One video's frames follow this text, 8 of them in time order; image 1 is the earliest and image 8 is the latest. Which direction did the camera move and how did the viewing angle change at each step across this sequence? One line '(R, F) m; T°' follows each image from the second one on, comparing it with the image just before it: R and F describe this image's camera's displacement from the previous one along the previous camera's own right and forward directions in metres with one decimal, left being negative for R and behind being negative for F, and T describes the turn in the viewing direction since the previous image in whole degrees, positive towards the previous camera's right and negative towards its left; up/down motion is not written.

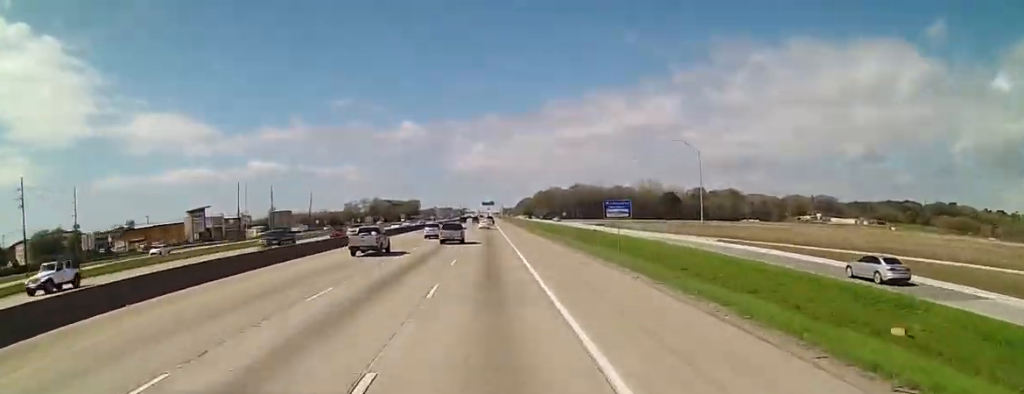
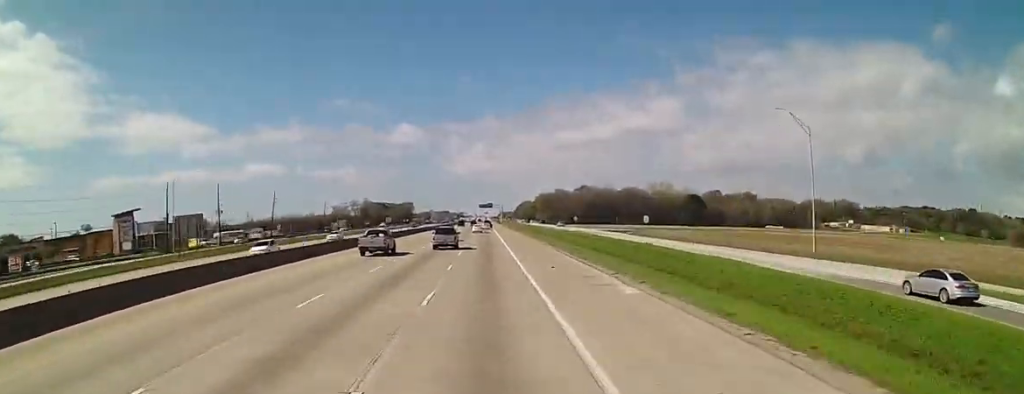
(0.0, +36.7) m; 0°
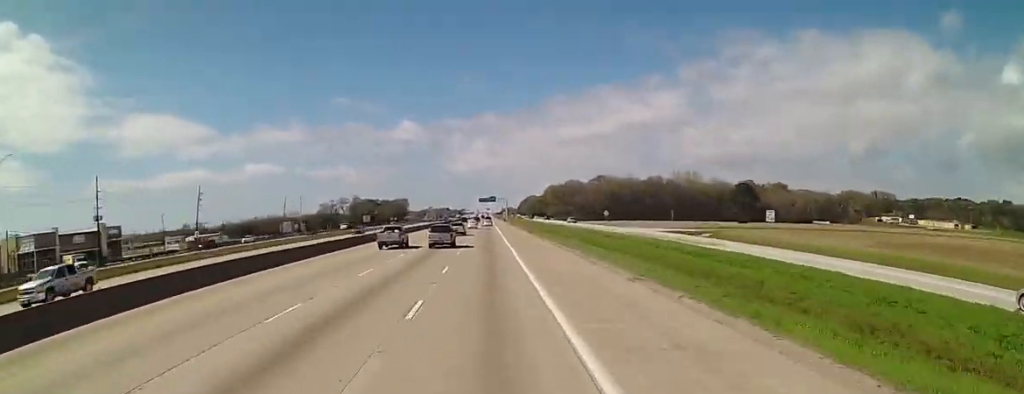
(0.0, +50.8) m; 0°
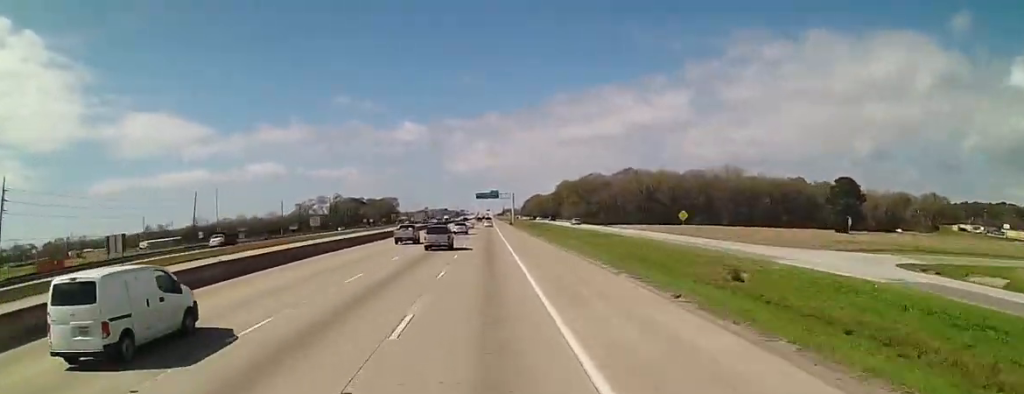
(0.0, +62.4) m; 0°
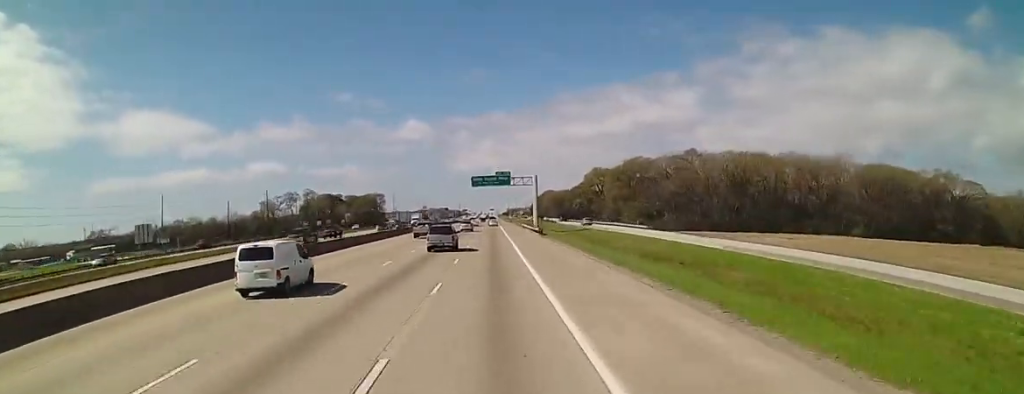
(0.0, +77.1) m; 0°
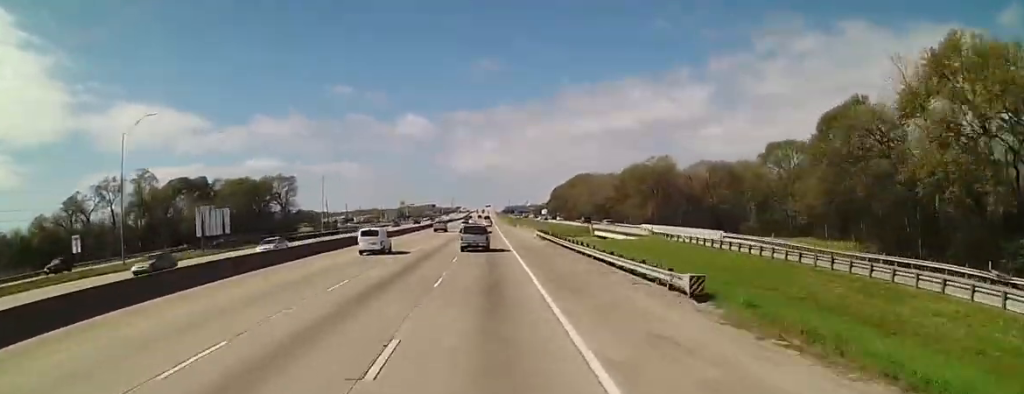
(-0.9, +177.6) m; 0°
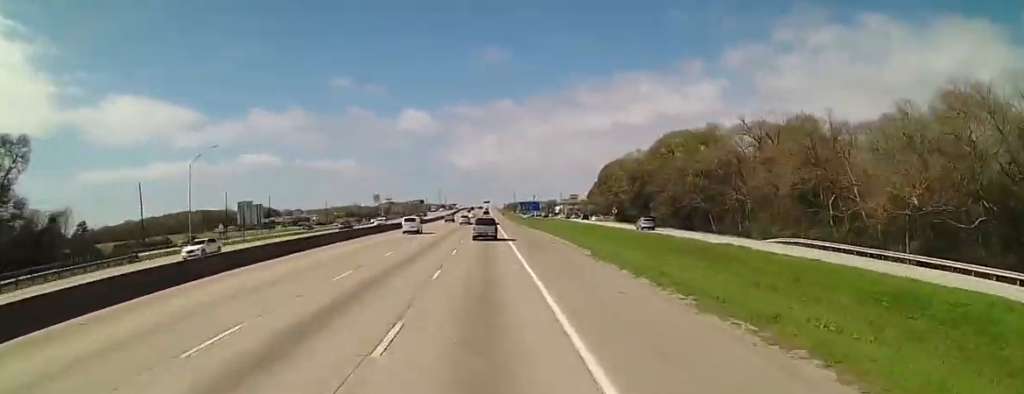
(+0.8, +144.7) m; 0°
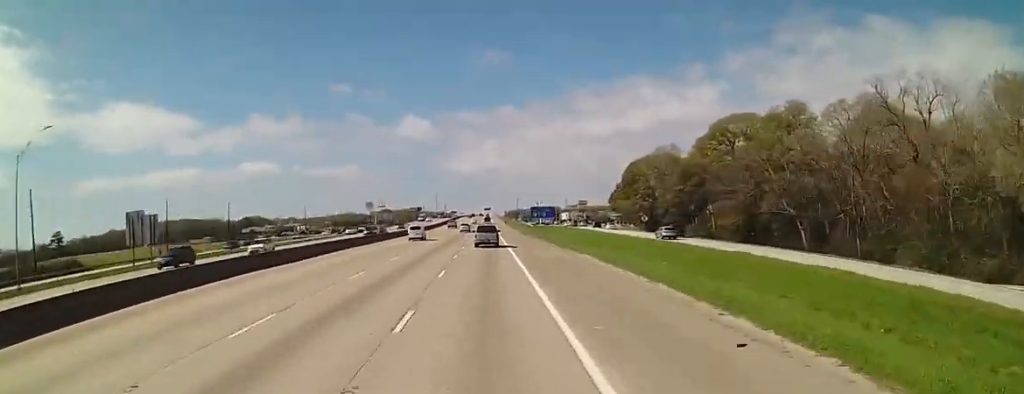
(+0.1, +33.7) m; 0°
